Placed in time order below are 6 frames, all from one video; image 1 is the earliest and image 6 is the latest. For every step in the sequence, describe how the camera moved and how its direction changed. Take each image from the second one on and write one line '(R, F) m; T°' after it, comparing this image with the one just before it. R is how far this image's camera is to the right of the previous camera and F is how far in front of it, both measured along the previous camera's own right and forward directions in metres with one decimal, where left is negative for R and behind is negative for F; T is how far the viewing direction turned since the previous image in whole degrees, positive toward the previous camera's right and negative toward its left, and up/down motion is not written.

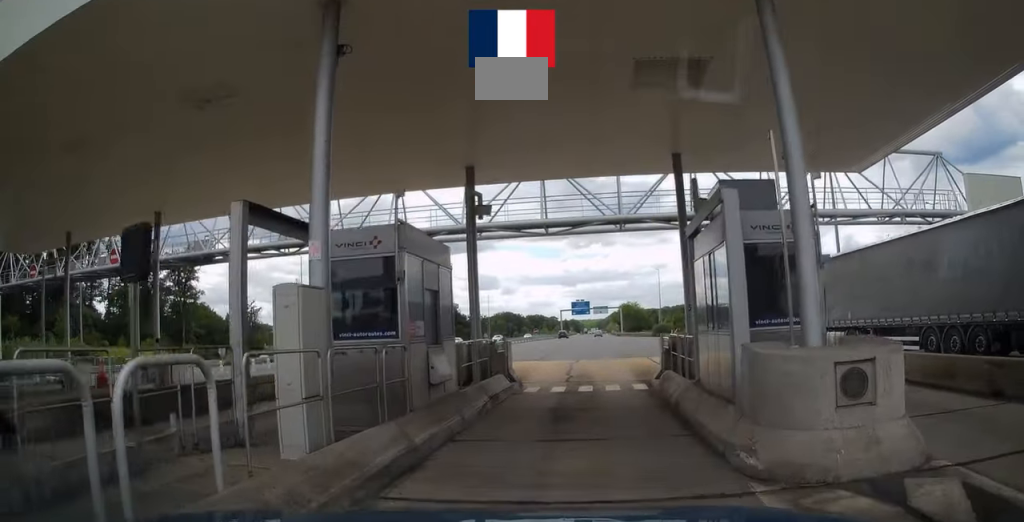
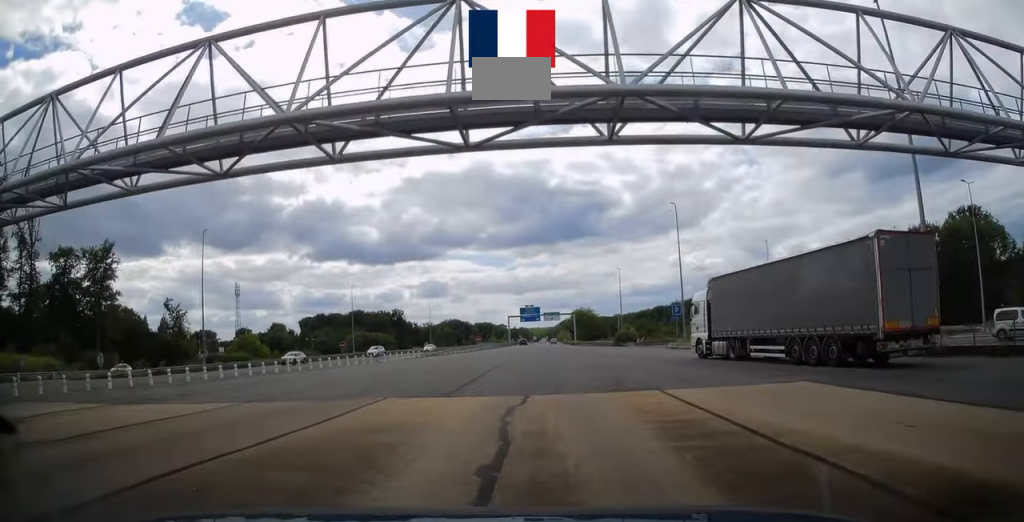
(+0.6, +14.0) m; +6°
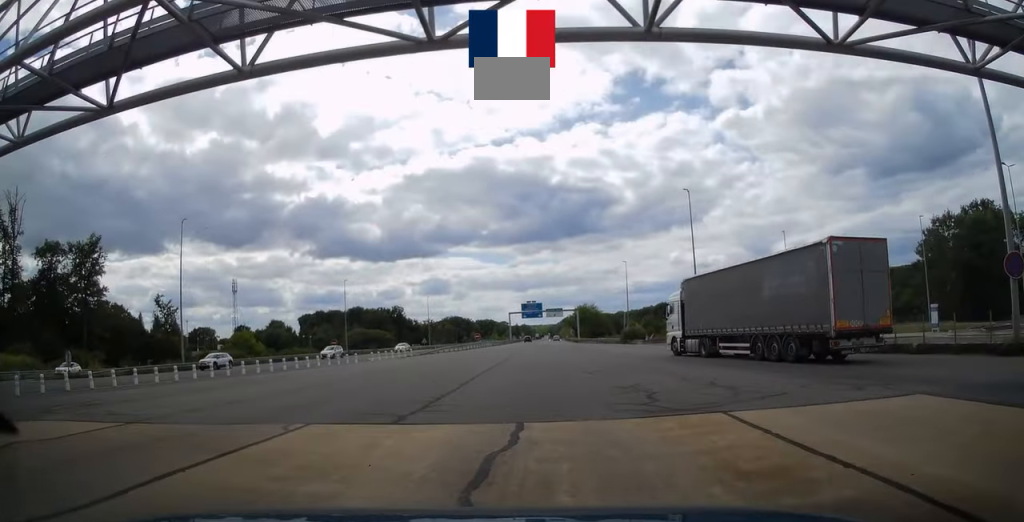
(+0.1, +5.0) m; +1°
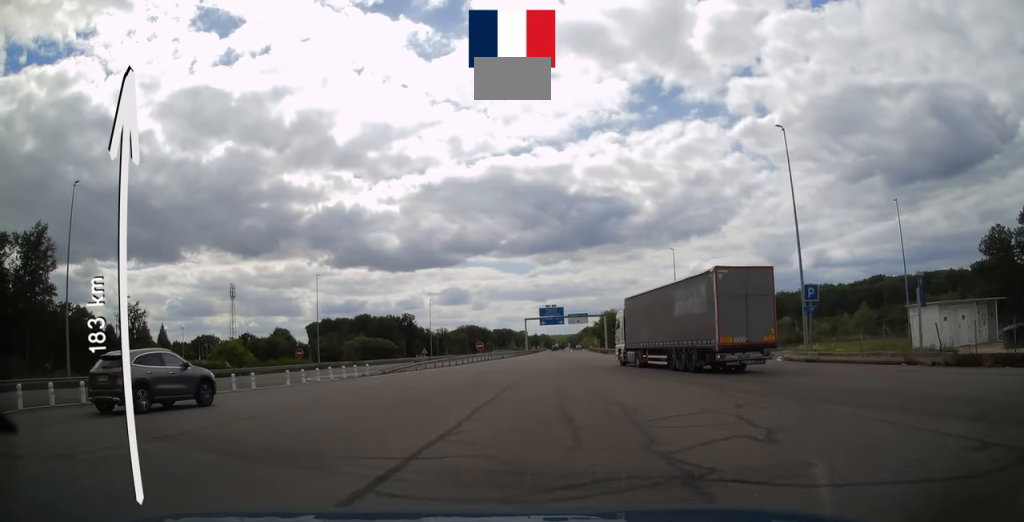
(0.0, +20.8) m; 0°
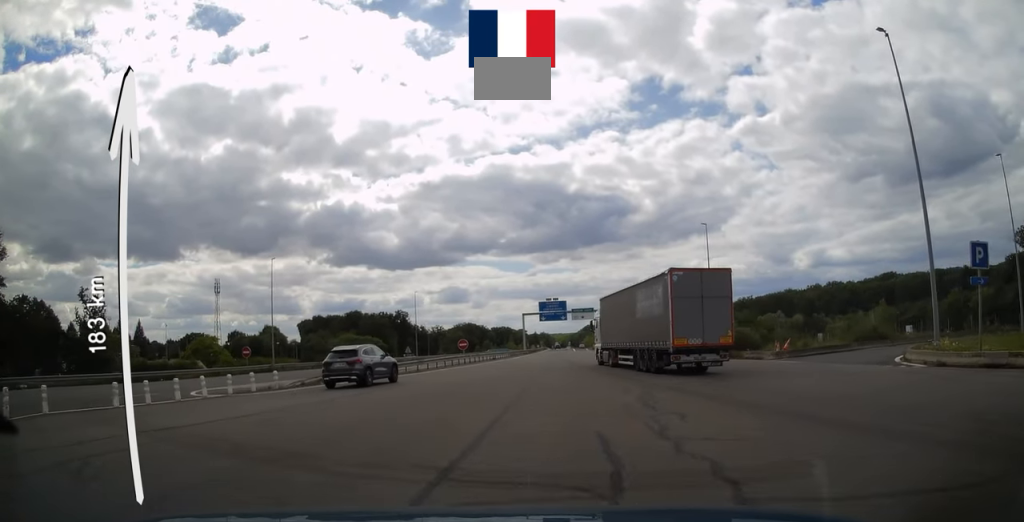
(0.0, +14.2) m; 0°
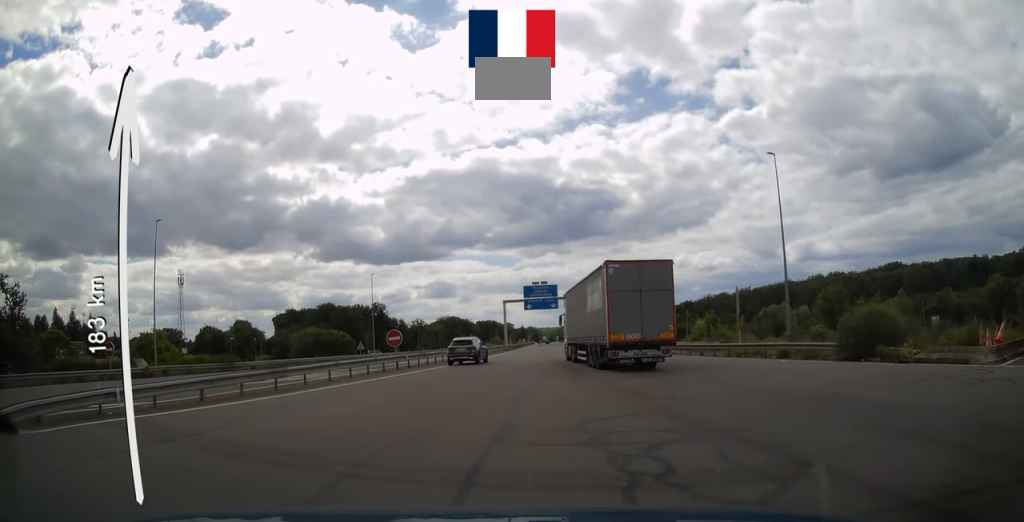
(0.0, +21.3) m; 0°
